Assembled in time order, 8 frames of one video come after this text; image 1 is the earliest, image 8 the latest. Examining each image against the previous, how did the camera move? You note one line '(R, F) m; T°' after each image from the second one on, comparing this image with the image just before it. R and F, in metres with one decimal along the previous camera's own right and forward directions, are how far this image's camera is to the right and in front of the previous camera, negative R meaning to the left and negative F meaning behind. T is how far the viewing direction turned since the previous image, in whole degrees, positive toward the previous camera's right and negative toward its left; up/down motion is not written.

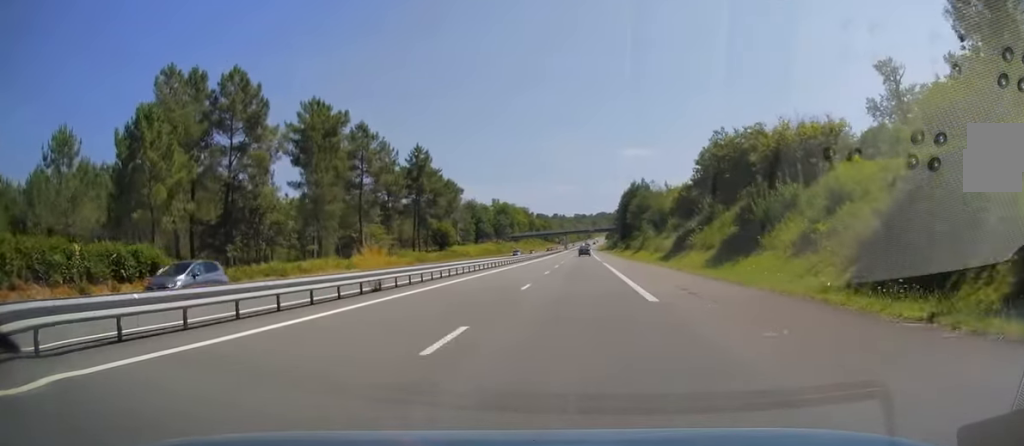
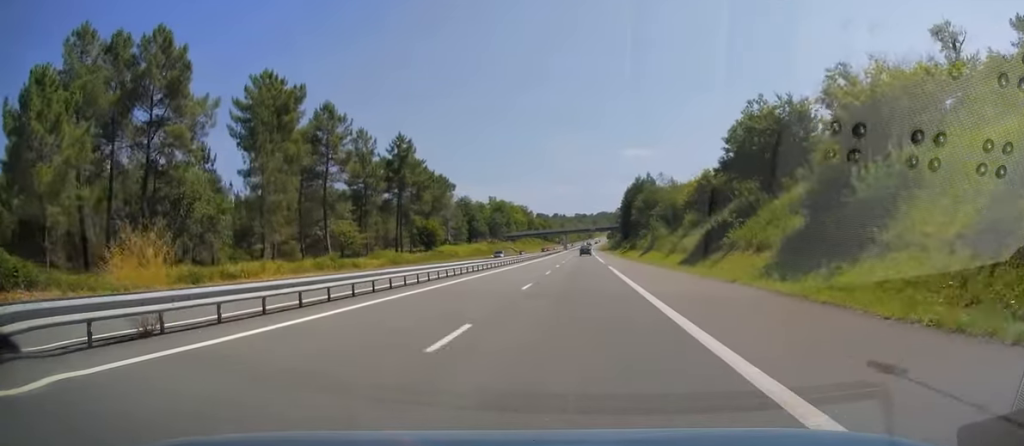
(+0.2, +12.8) m; 0°
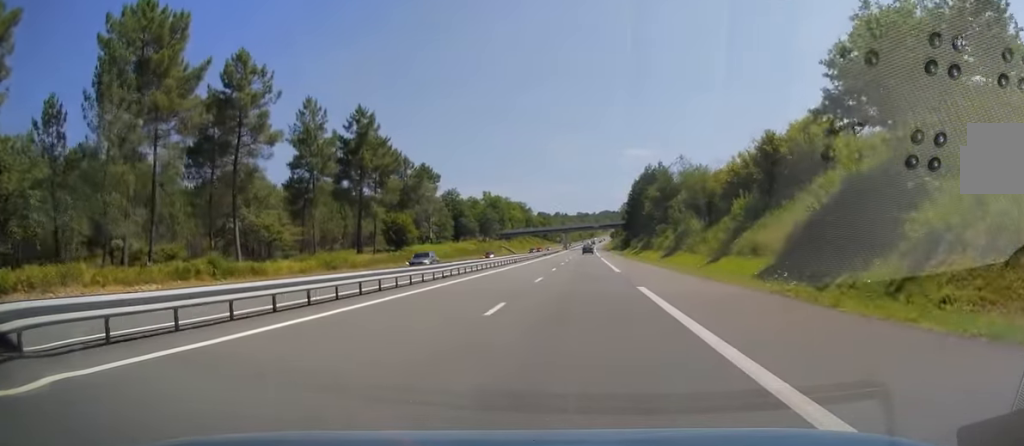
(-0.2, +21.6) m; -1°
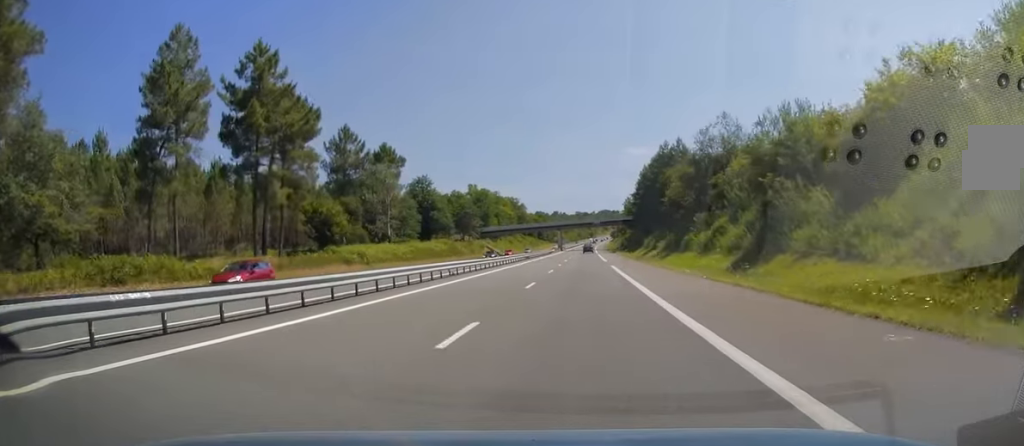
(-0.1, +30.5) m; 0°
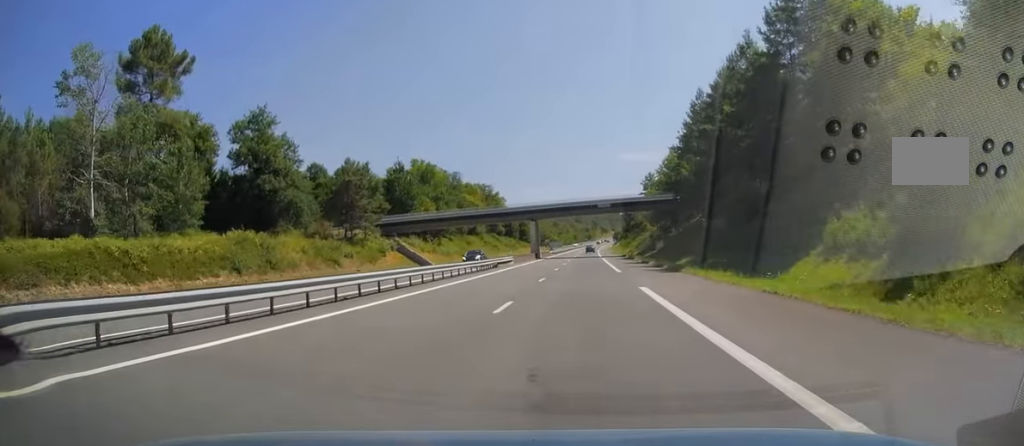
(+0.9, +73.8) m; +1°
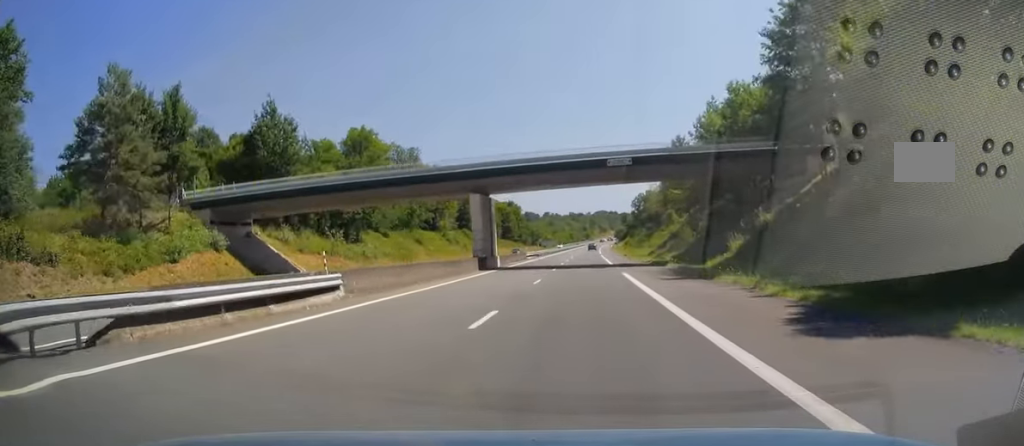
(-0.1, +42.3) m; 0°
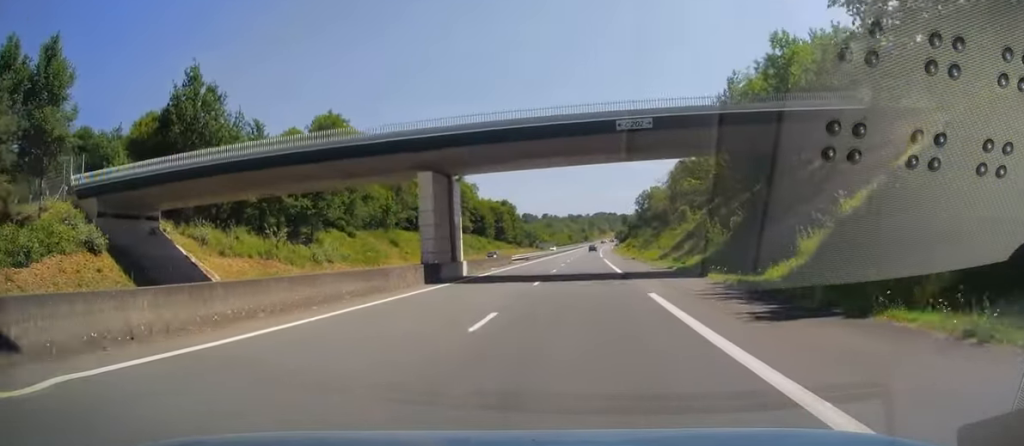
(+0.1, +13.3) m; 0°
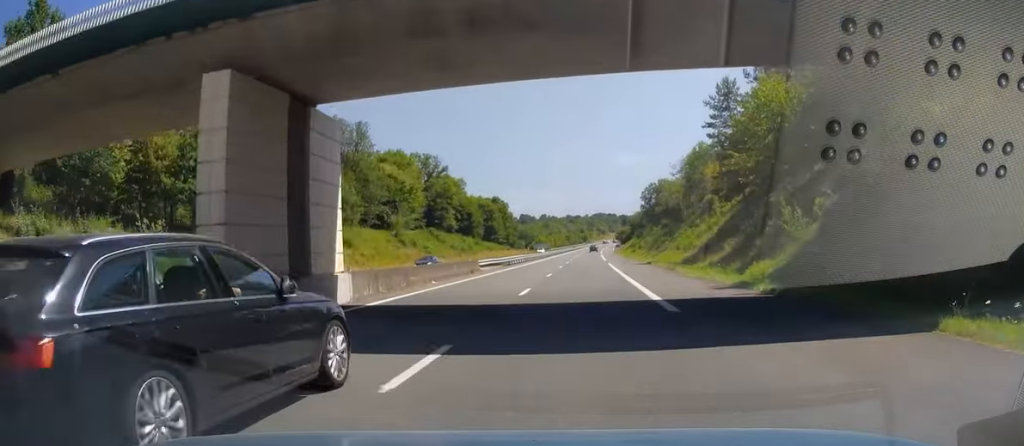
(-0.2, +17.7) m; 0°
